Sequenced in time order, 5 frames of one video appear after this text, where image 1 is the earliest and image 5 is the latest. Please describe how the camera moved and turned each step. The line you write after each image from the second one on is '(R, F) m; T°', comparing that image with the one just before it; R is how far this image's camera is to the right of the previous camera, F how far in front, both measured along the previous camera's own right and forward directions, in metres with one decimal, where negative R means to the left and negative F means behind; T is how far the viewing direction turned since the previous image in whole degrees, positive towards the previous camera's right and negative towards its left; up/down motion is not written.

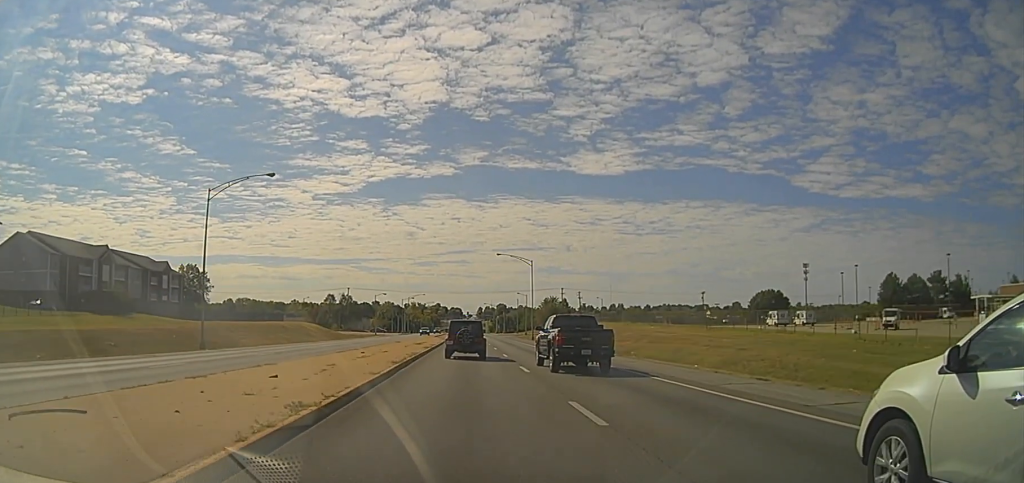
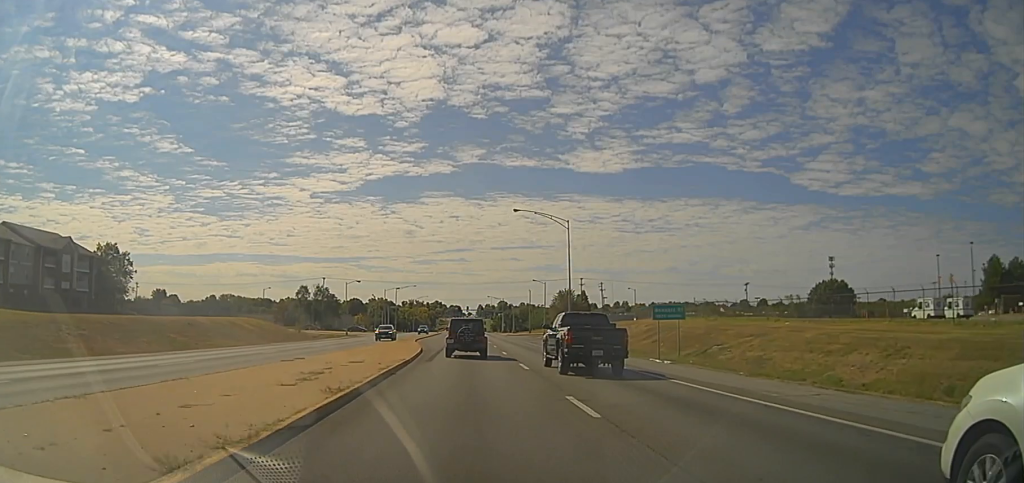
(-0.2, +36.0) m; -1°
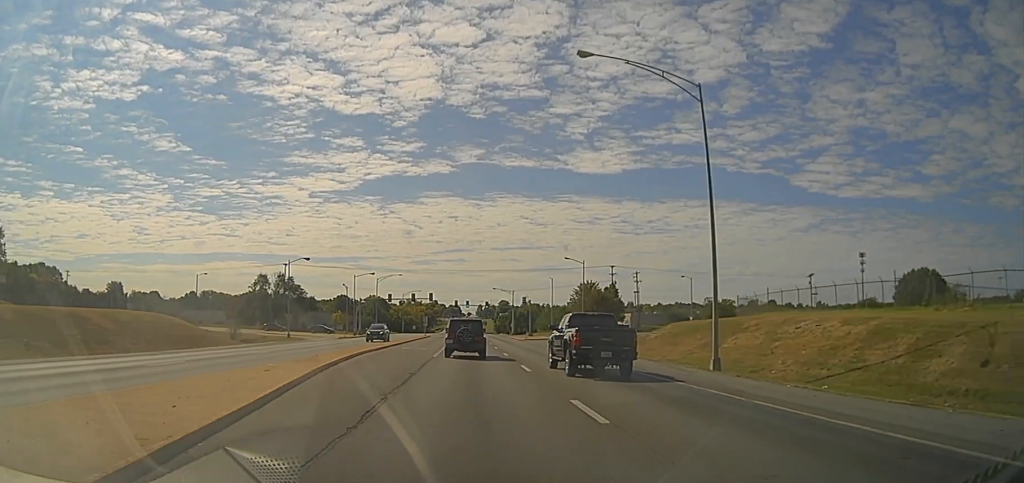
(+0.3, +37.8) m; +1°
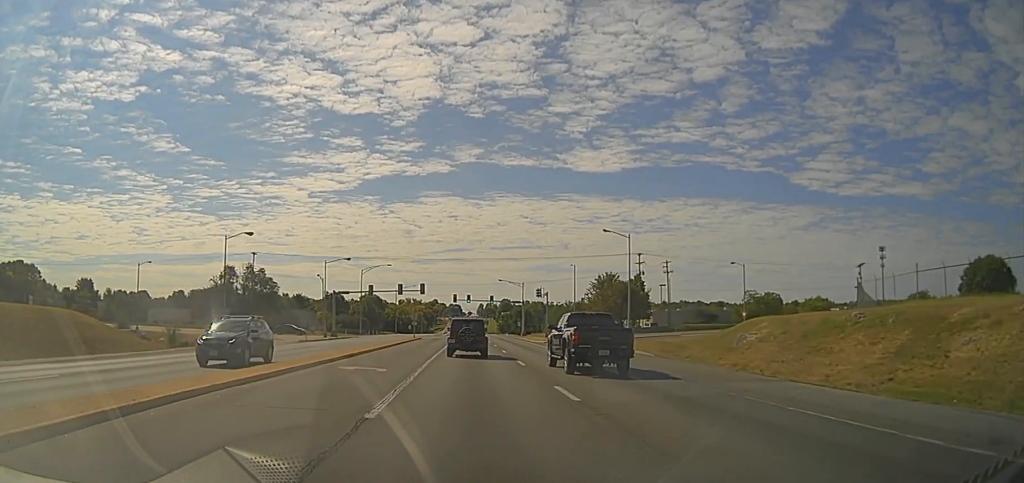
(-0.2, +21.5) m; -1°
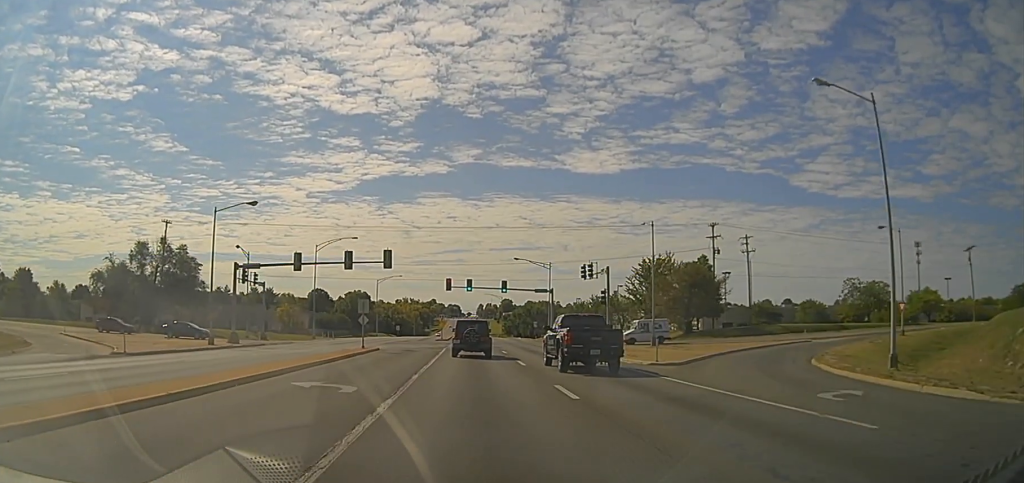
(+0.1, +36.4) m; 0°
